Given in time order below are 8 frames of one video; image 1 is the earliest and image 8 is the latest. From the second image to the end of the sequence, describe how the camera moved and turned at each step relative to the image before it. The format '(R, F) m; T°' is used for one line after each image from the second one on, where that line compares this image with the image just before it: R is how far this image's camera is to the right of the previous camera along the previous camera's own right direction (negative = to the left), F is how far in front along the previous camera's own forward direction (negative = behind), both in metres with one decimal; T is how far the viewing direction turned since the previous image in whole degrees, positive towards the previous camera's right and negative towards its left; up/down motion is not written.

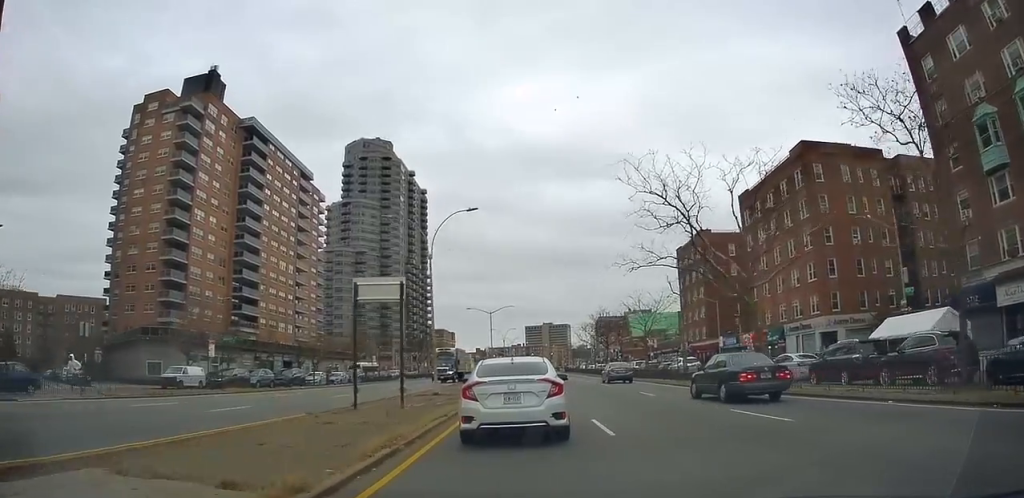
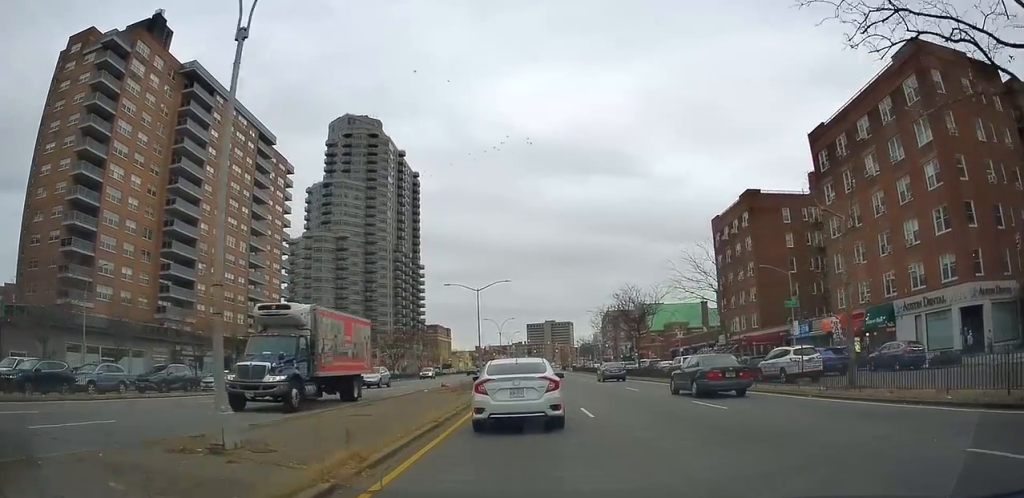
(-0.6, +19.4) m; -1°
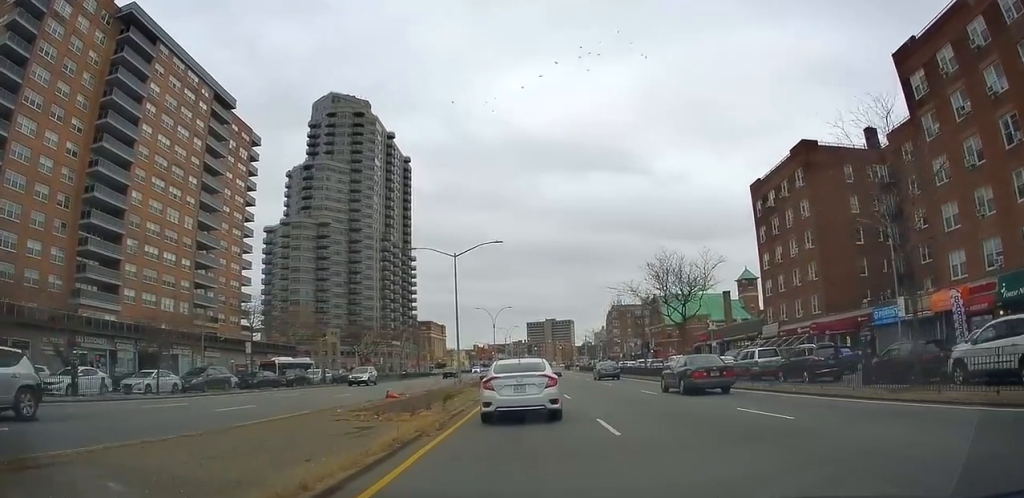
(+0.6, +15.5) m; +3°
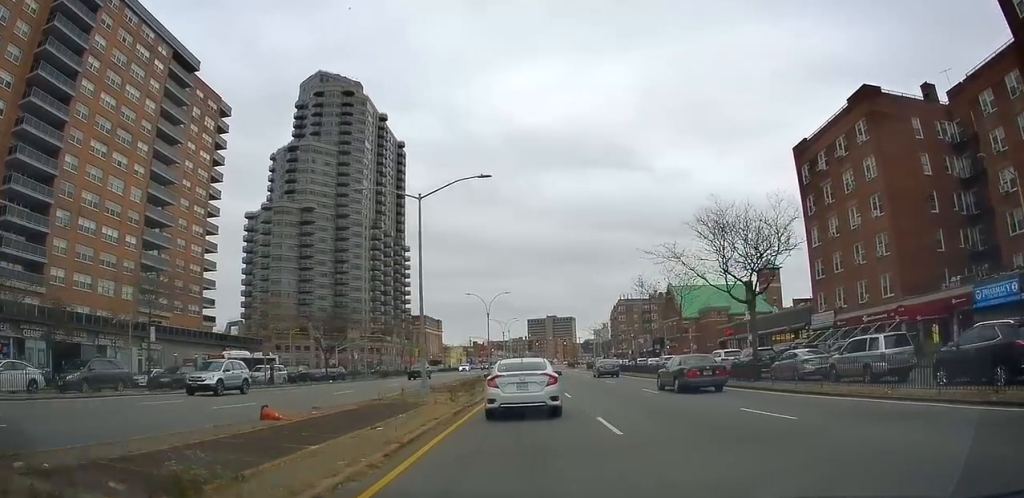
(+0.1, +11.9) m; -1°
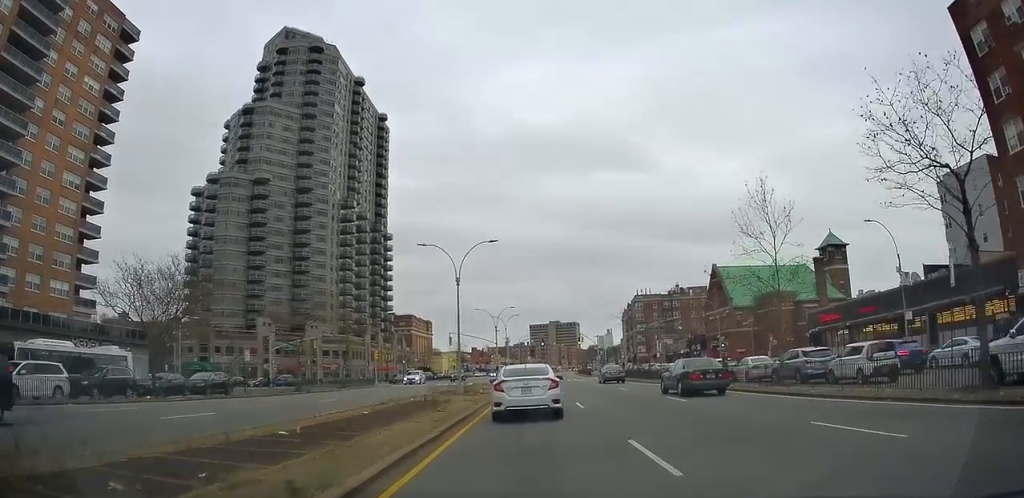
(-1.0, +26.8) m; -3°
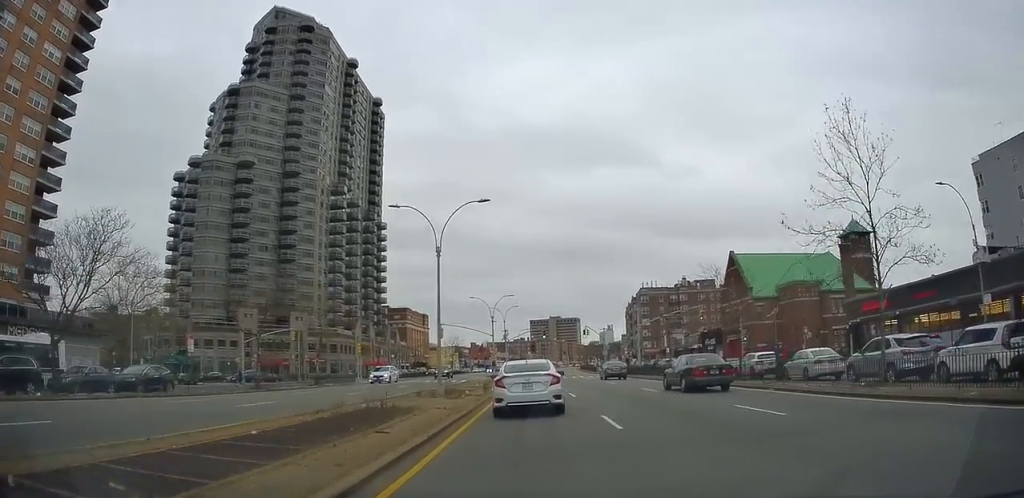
(-0.2, +7.5) m; 0°
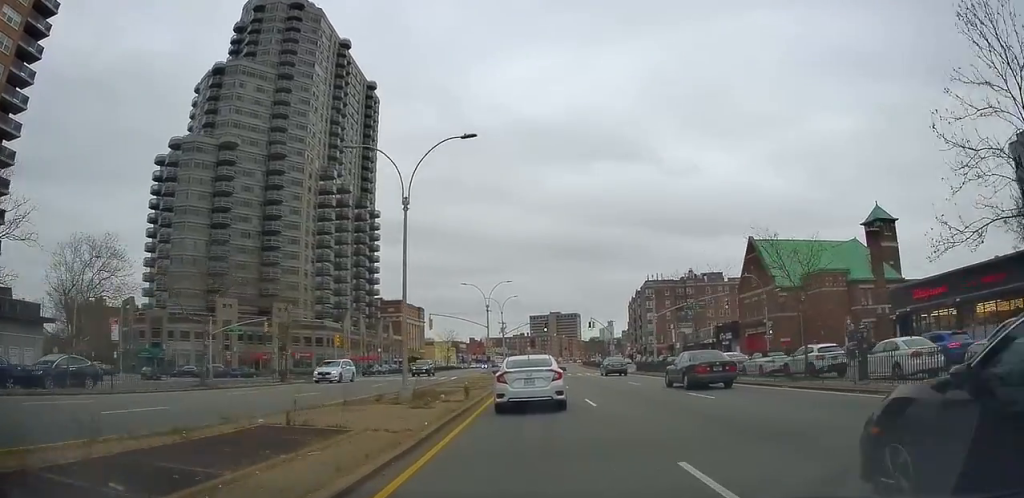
(+0.2, +7.4) m; 0°
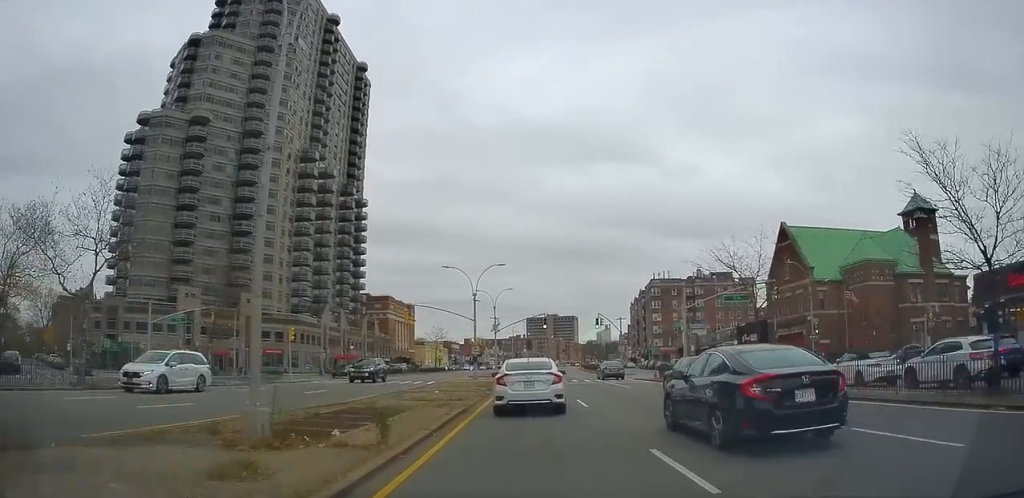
(+0.2, +10.8) m; +1°
